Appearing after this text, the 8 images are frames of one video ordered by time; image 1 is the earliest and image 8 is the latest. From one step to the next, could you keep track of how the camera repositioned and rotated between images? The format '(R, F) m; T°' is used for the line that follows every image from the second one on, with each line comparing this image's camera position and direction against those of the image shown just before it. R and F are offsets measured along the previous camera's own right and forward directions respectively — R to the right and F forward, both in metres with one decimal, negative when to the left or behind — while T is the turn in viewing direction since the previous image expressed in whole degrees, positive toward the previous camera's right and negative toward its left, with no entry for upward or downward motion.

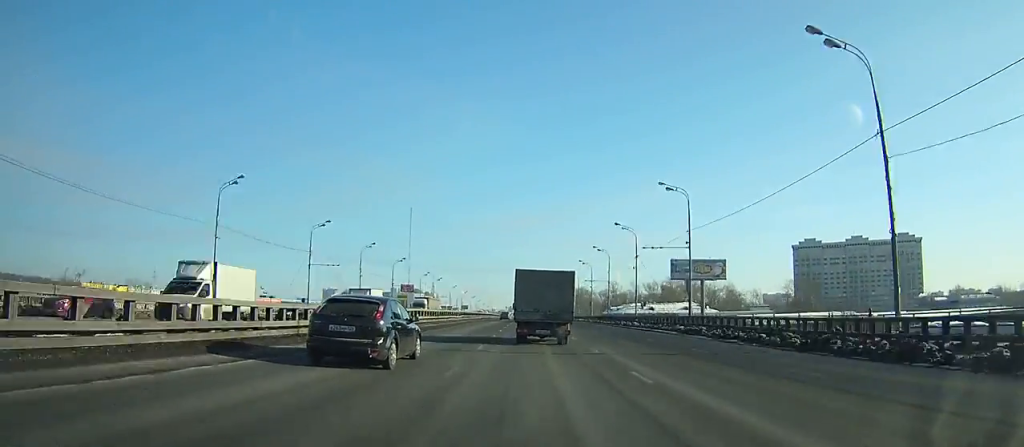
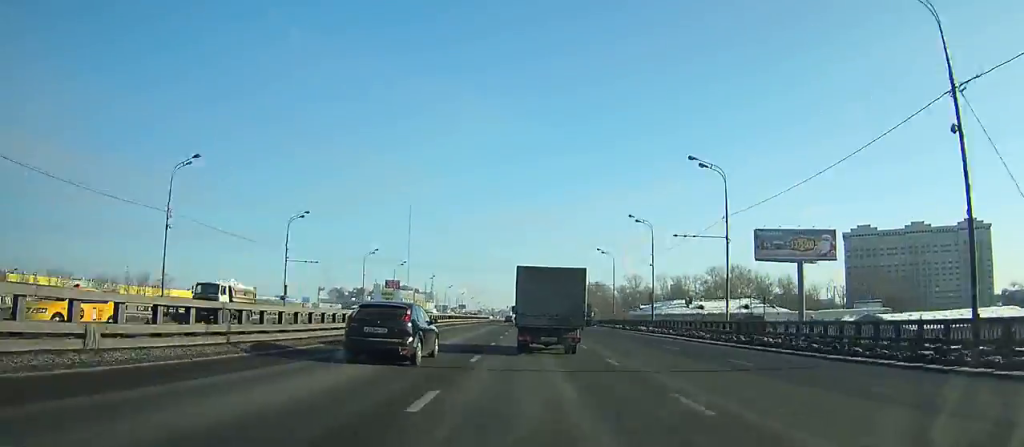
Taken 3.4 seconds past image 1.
(+0.1, +58.0) m; 0°
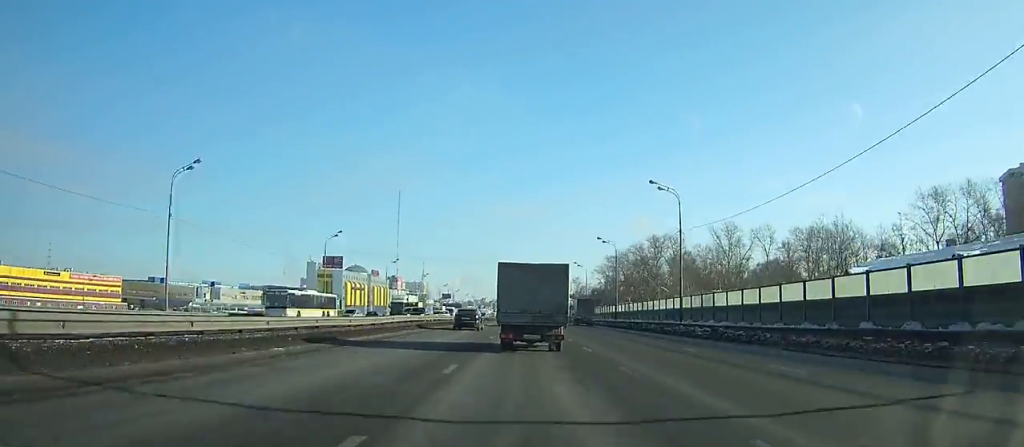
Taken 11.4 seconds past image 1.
(+0.7, +123.7) m; 0°
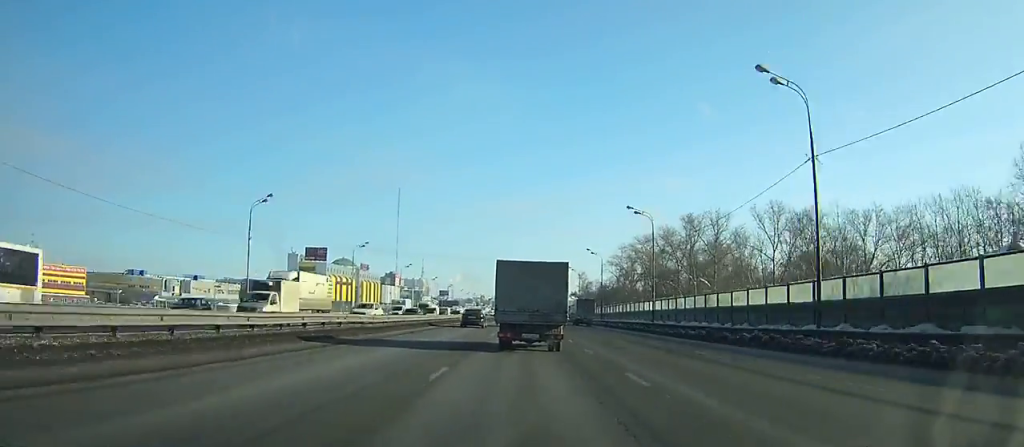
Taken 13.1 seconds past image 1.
(0.0, +24.9) m; 0°
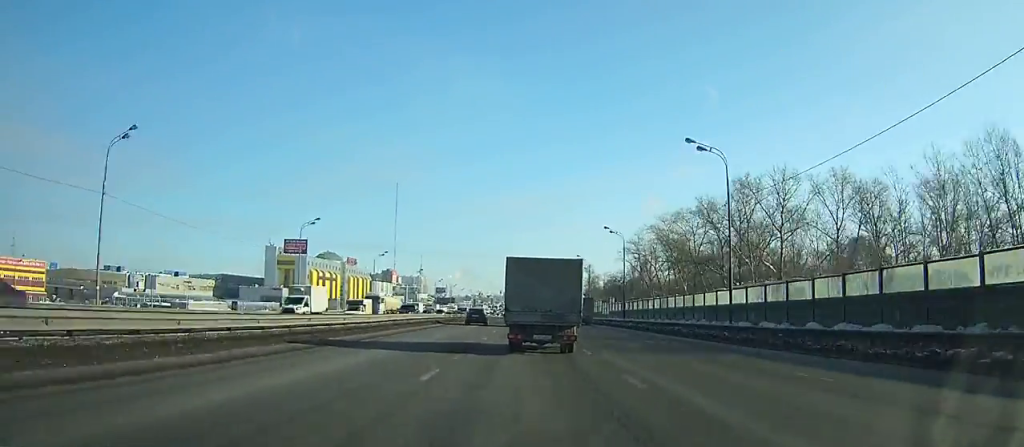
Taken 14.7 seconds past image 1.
(+0.1, +23.2) m; 0°
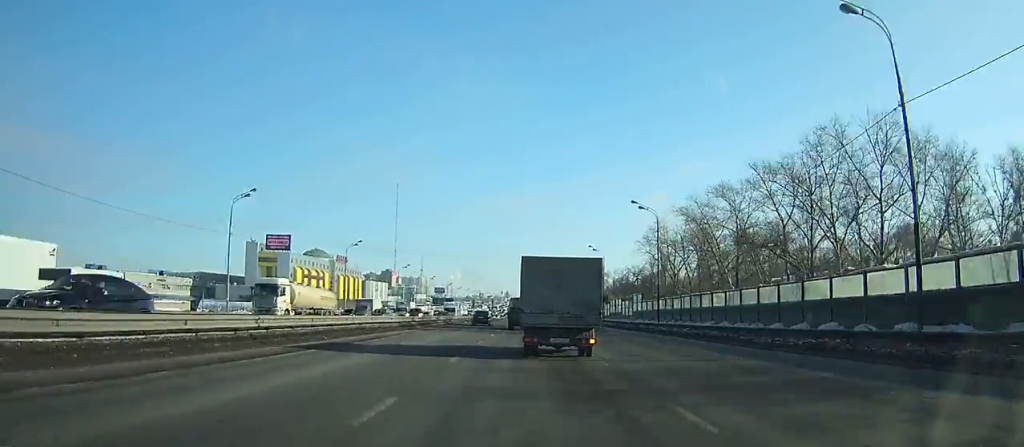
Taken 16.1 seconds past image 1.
(0.0, +20.3) m; 0°
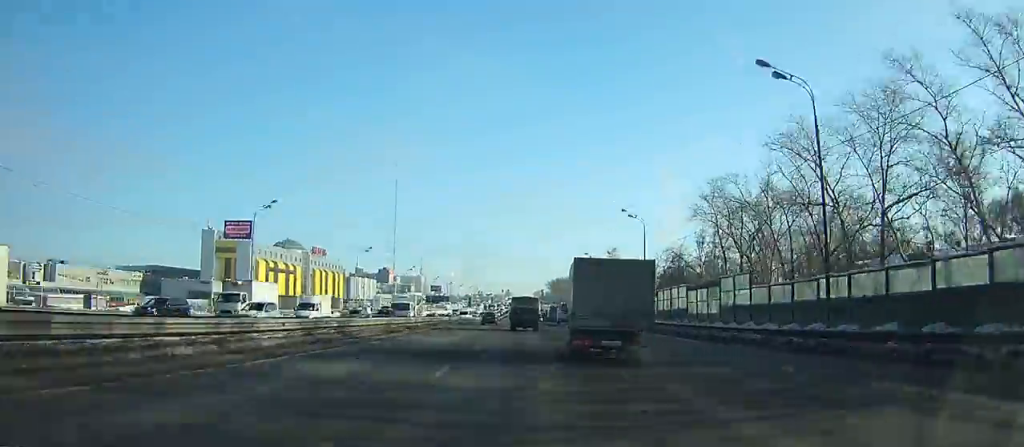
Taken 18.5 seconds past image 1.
(-0.1, +34.9) m; 0°
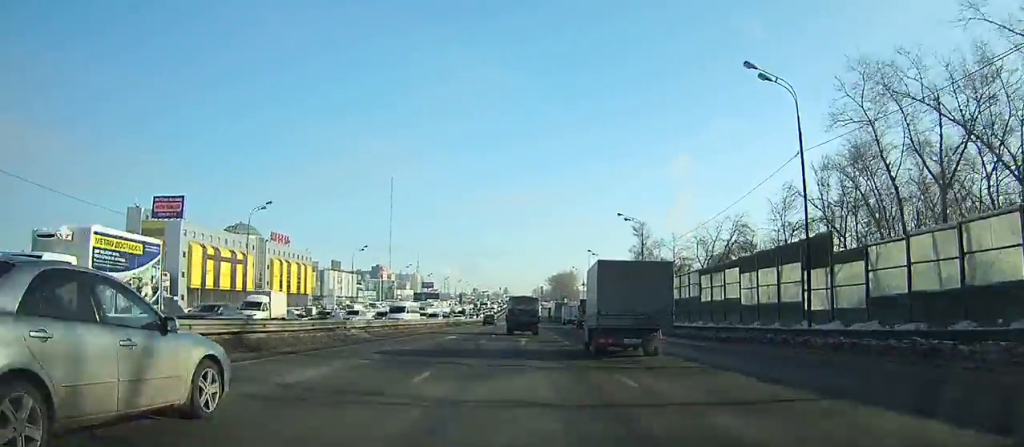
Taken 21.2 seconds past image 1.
(+0.1, +39.8) m; 0°
